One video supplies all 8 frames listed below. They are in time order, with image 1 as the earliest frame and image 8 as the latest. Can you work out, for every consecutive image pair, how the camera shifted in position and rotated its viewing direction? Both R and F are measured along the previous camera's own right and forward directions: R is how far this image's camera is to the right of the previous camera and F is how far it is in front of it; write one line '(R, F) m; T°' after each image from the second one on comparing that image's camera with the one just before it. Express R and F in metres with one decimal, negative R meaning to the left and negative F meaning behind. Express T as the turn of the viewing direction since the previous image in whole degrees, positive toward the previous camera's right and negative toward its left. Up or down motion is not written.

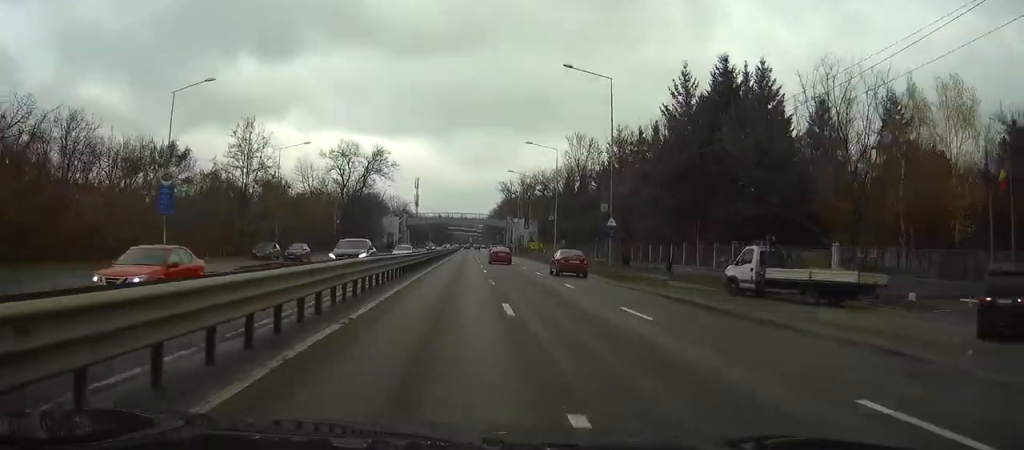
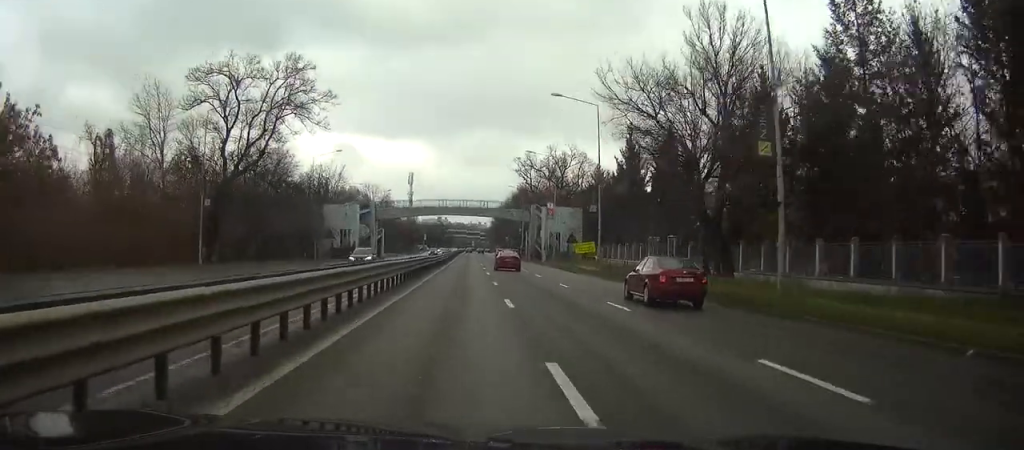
(-0.1, +55.7) m; 0°
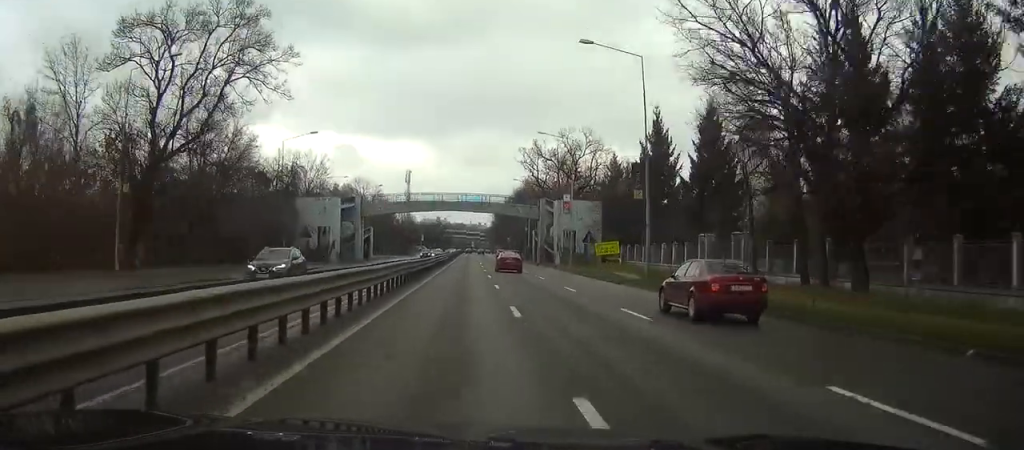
(0.0, +13.7) m; 0°
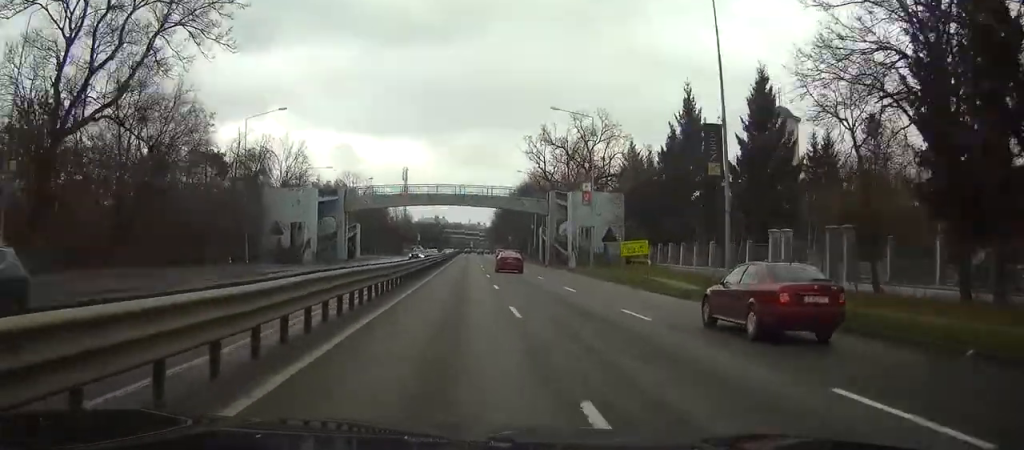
(0.0, +11.8) m; 0°
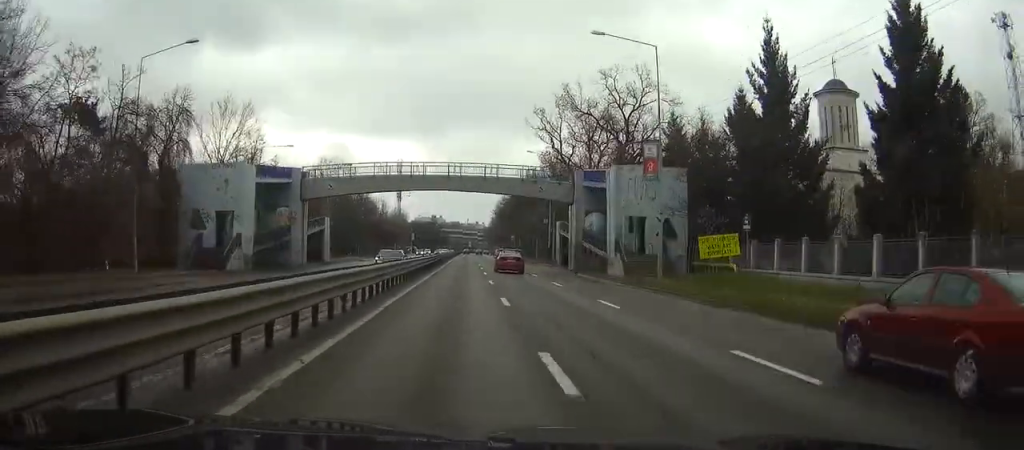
(0.0, +19.9) m; 0°
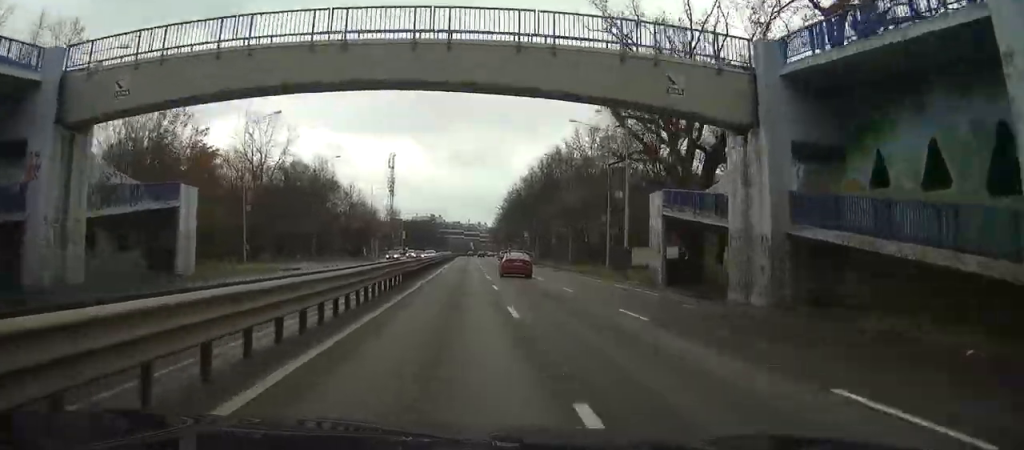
(0.0, +37.8) m; 0°
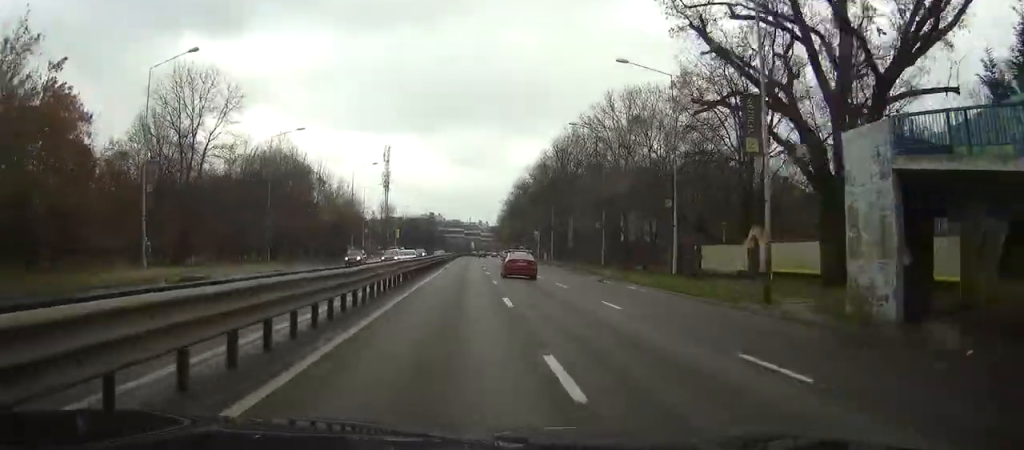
(0.0, +19.9) m; 0°
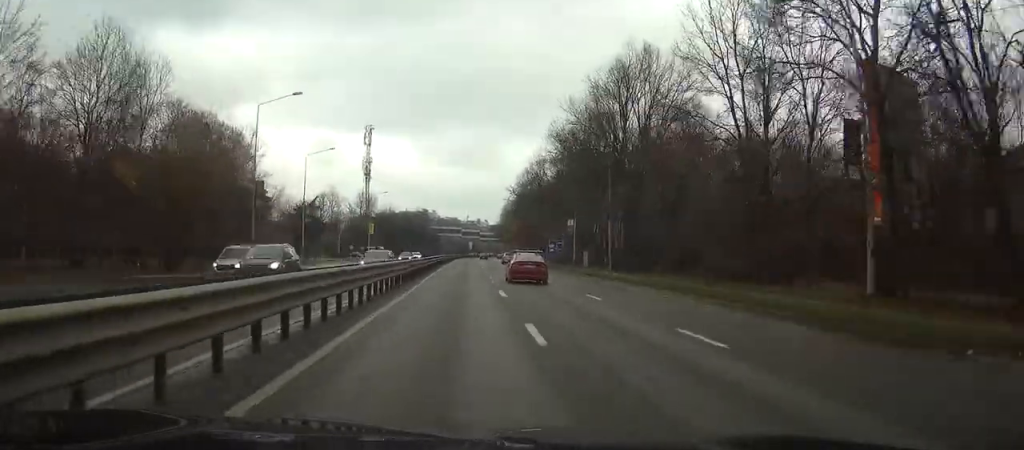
(0.0, +42.7) m; 0°
